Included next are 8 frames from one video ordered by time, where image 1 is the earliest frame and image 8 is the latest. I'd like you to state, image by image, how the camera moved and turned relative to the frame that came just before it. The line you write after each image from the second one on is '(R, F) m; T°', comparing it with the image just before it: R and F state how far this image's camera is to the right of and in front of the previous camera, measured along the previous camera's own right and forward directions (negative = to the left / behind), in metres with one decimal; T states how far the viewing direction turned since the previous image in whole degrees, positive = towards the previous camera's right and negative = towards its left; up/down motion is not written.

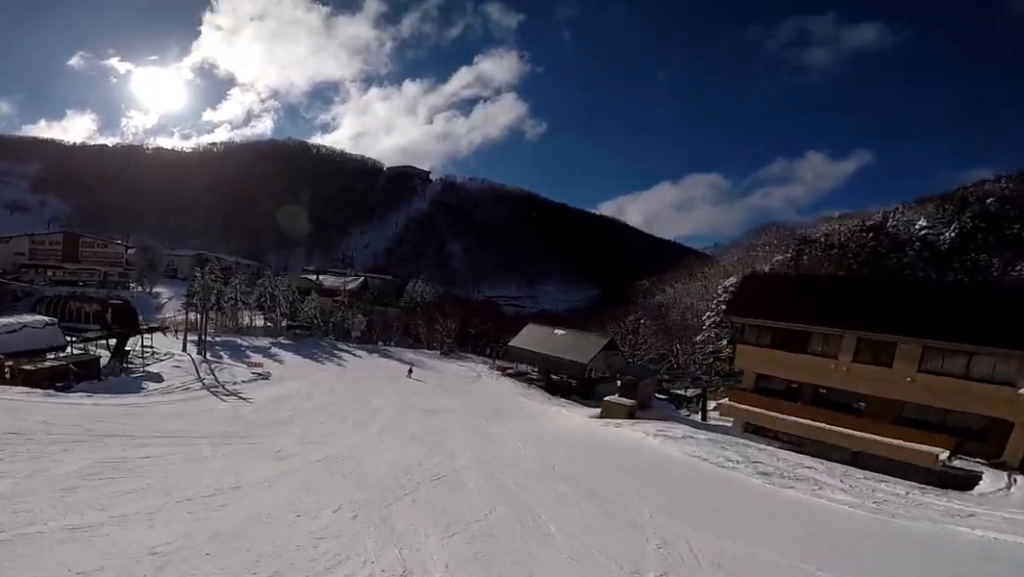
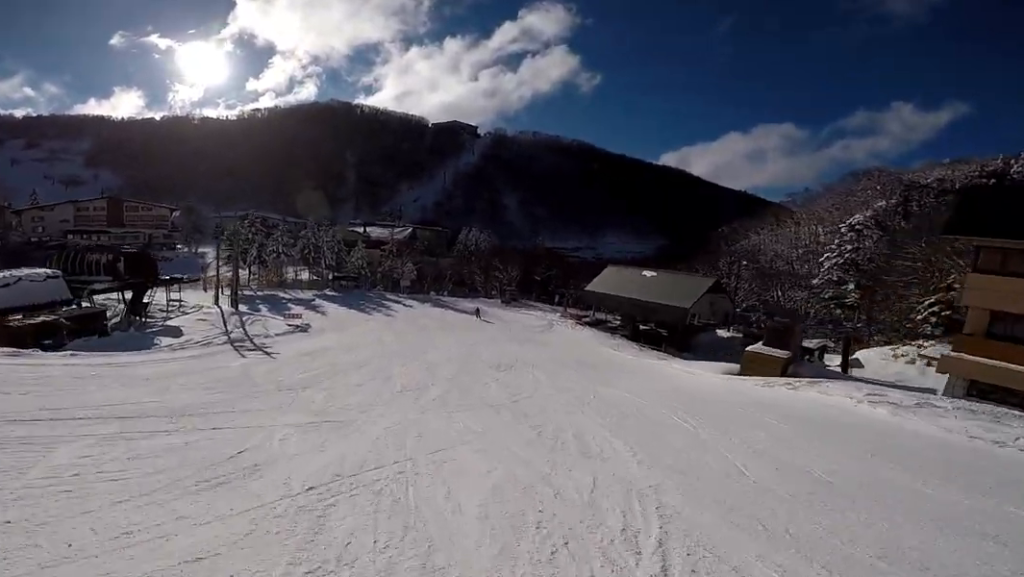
(-0.4, +7.8) m; 0°
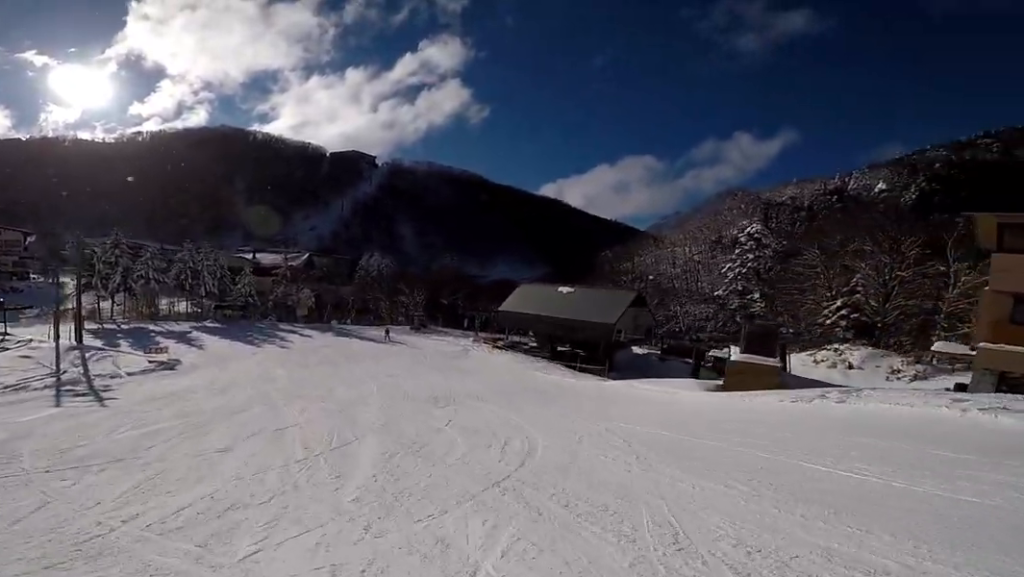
(-0.2, +7.0) m; +3°
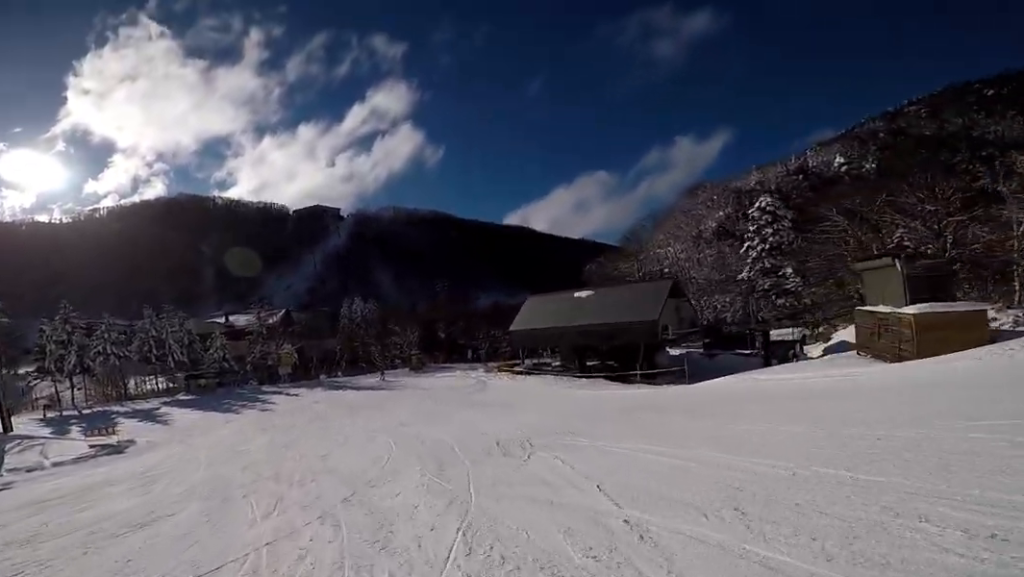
(+0.8, +7.5) m; +4°
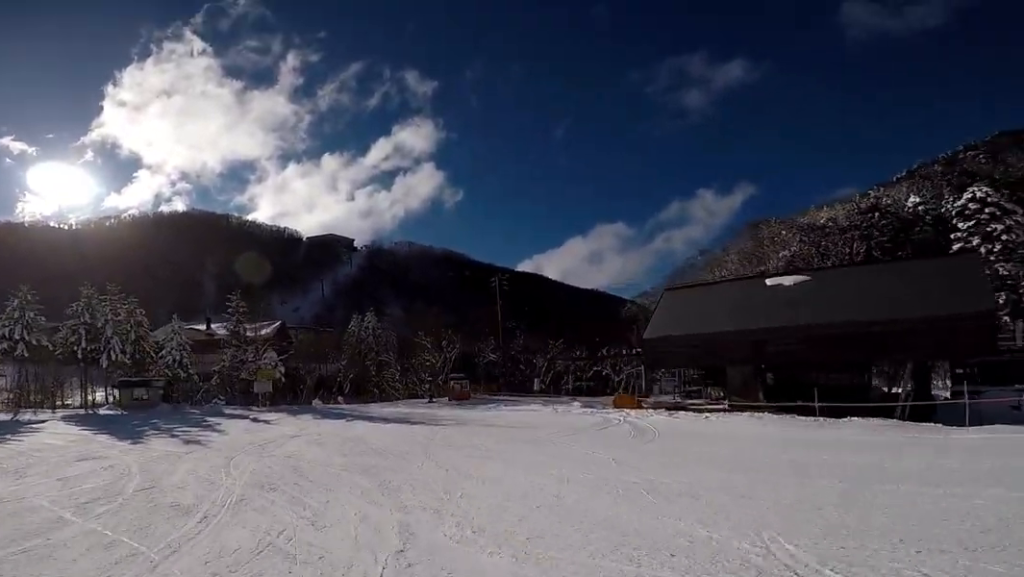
(-1.2, +18.5) m; -5°
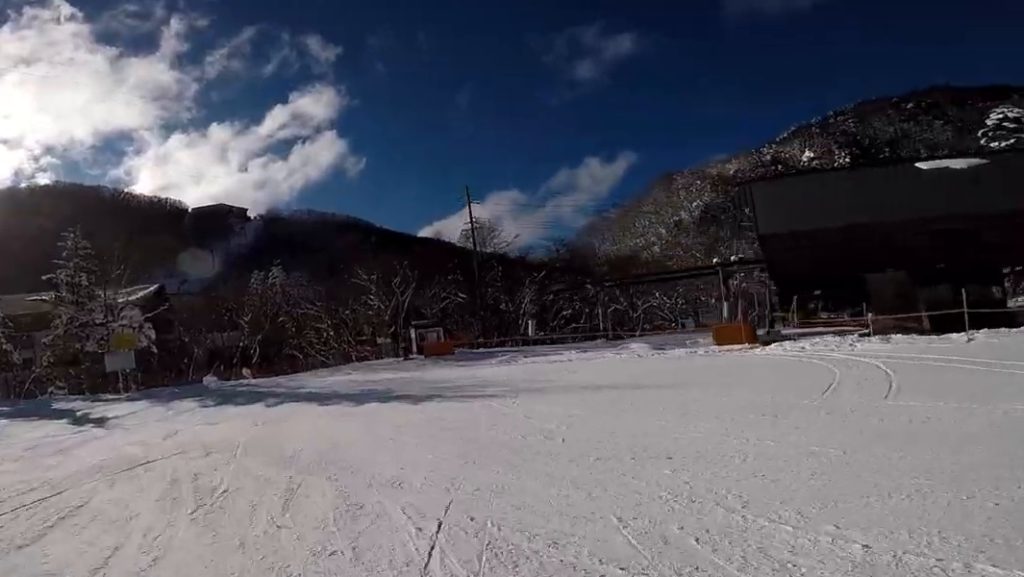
(+0.6, +12.4) m; +7°
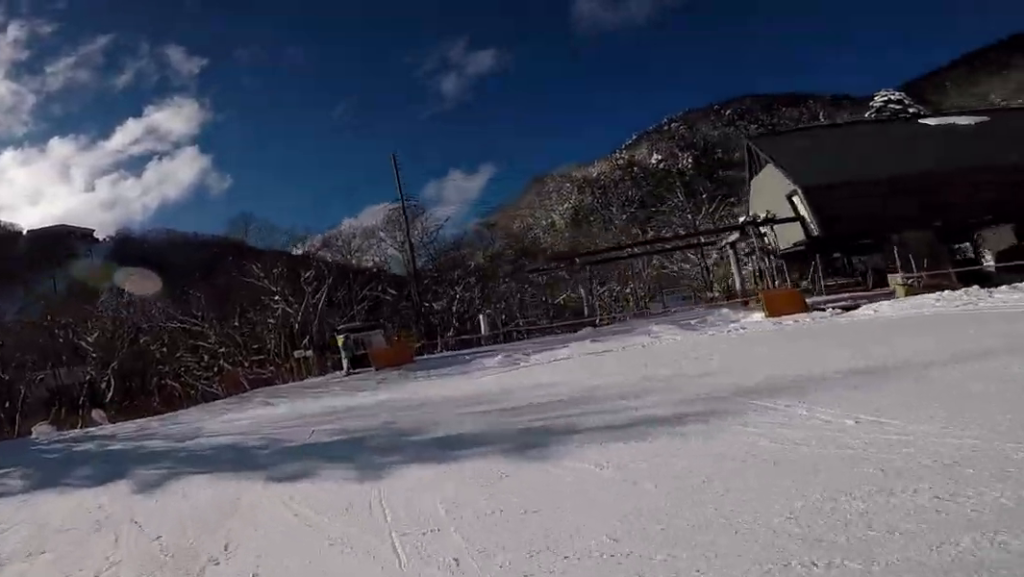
(+0.1, +6.4) m; +8°
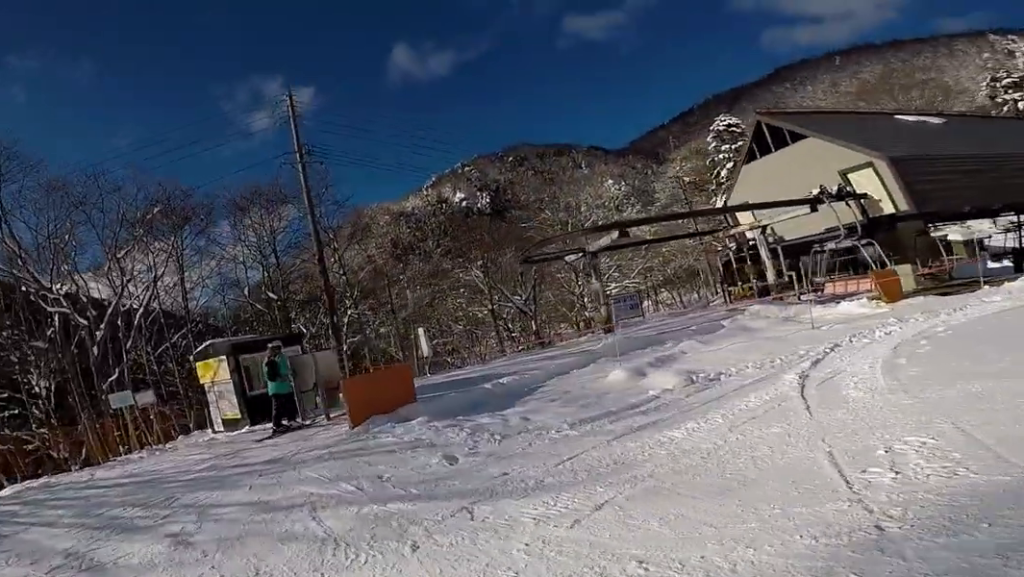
(+1.7, +7.8) m; +25°
